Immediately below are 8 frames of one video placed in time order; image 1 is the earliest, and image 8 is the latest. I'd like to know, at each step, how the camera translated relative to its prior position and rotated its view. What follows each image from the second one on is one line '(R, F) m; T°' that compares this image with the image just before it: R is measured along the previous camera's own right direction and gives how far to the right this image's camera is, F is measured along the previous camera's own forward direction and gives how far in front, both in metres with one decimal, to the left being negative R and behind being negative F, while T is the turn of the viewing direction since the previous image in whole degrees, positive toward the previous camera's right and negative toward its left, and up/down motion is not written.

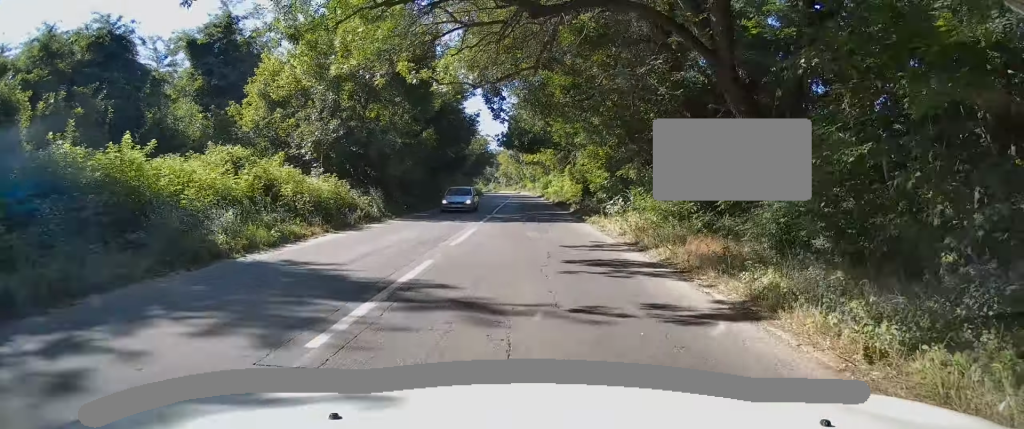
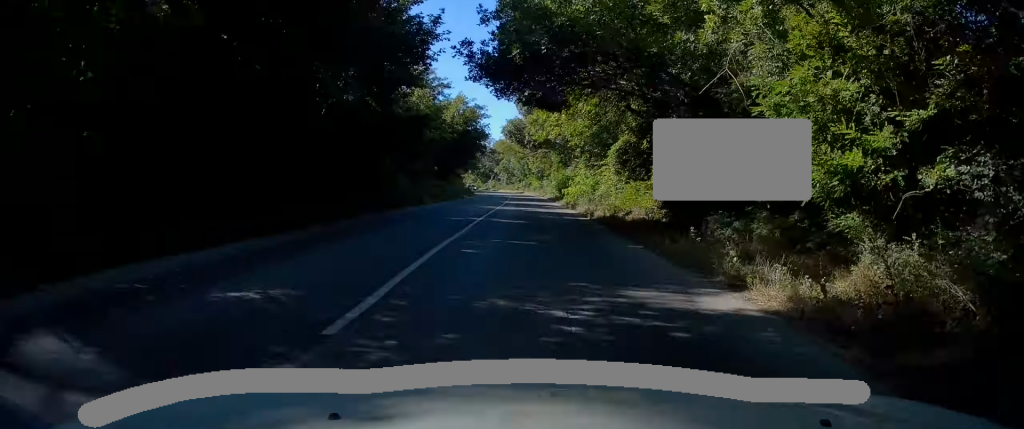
(0.0, +25.9) m; 0°
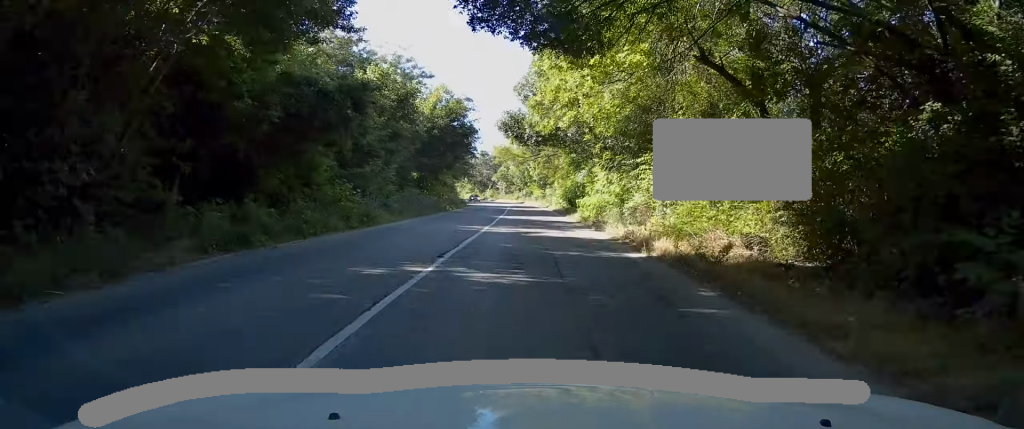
(-0.1, +10.7) m; 0°
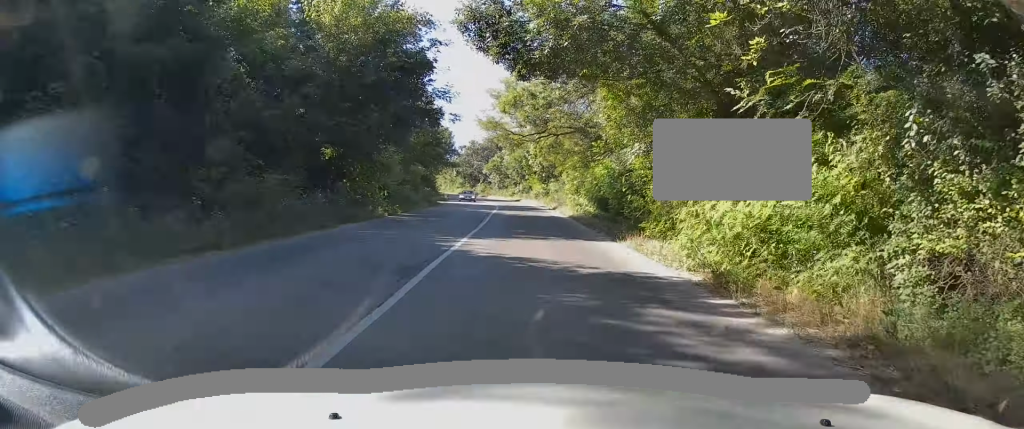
(+0.1, +20.3) m; 0°
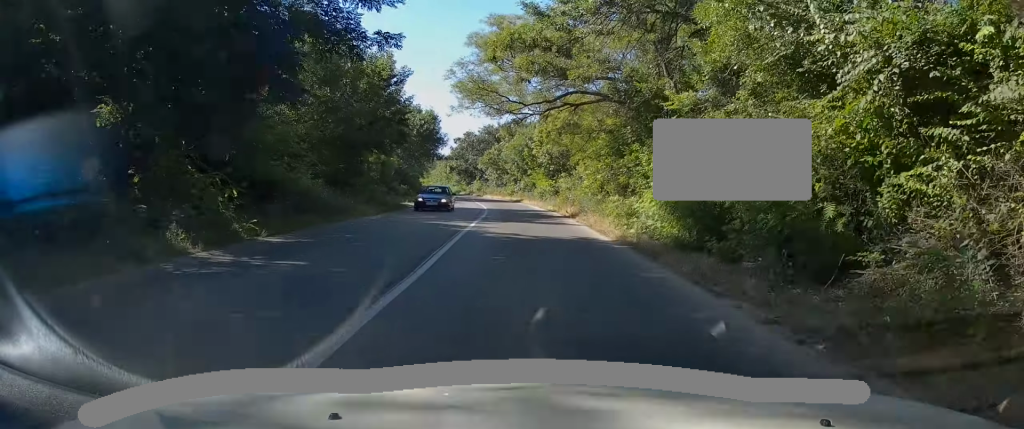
(-0.1, +15.0) m; -1°
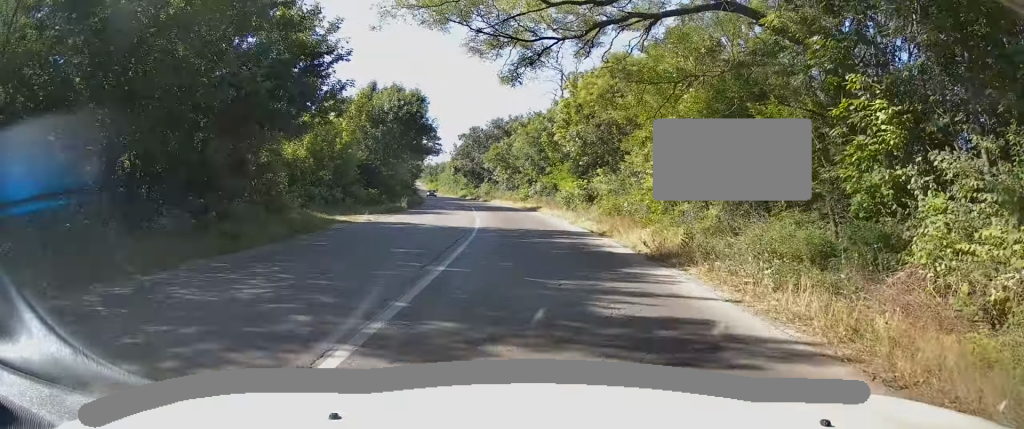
(-0.1, +16.3) m; -1°
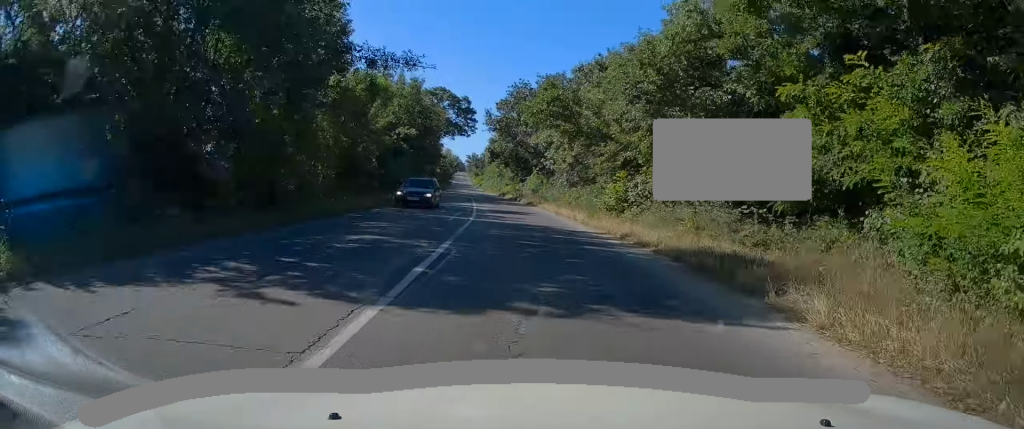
(-1.0, +34.5) m; -4°
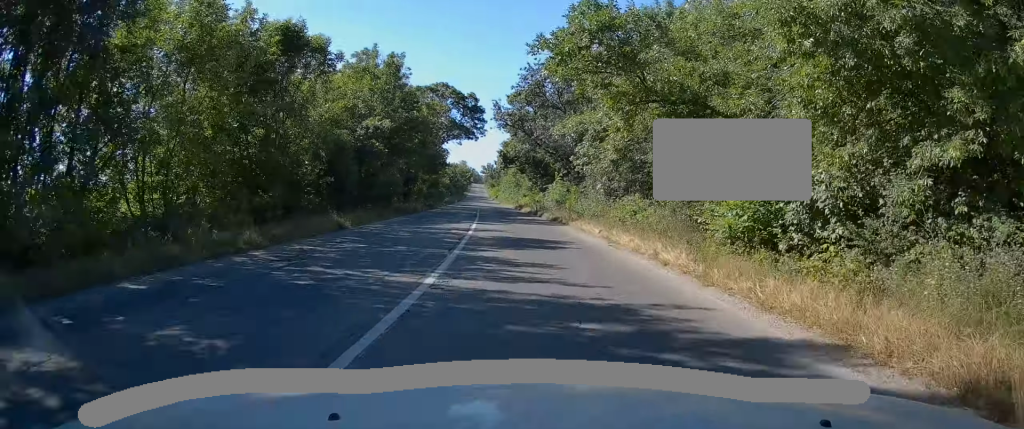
(-0.1, +12.7) m; -2°
